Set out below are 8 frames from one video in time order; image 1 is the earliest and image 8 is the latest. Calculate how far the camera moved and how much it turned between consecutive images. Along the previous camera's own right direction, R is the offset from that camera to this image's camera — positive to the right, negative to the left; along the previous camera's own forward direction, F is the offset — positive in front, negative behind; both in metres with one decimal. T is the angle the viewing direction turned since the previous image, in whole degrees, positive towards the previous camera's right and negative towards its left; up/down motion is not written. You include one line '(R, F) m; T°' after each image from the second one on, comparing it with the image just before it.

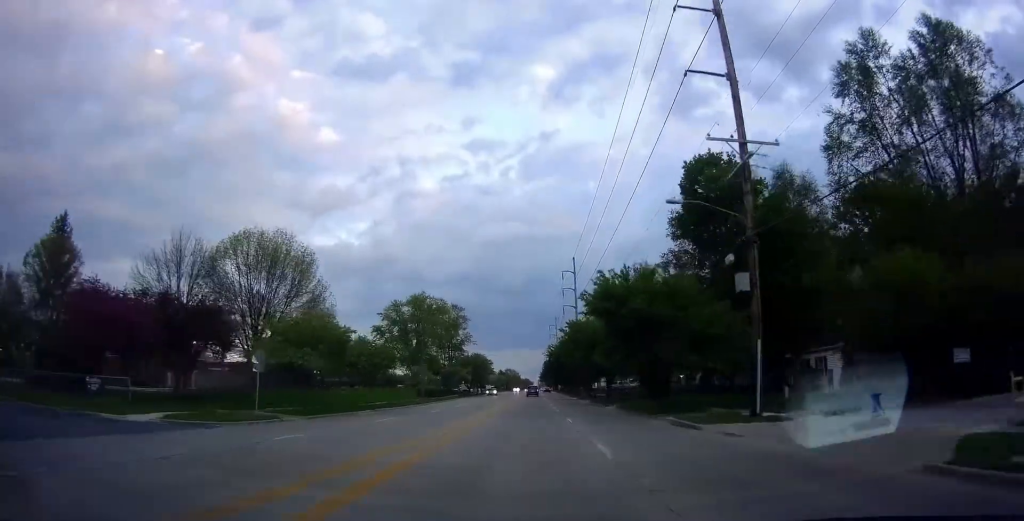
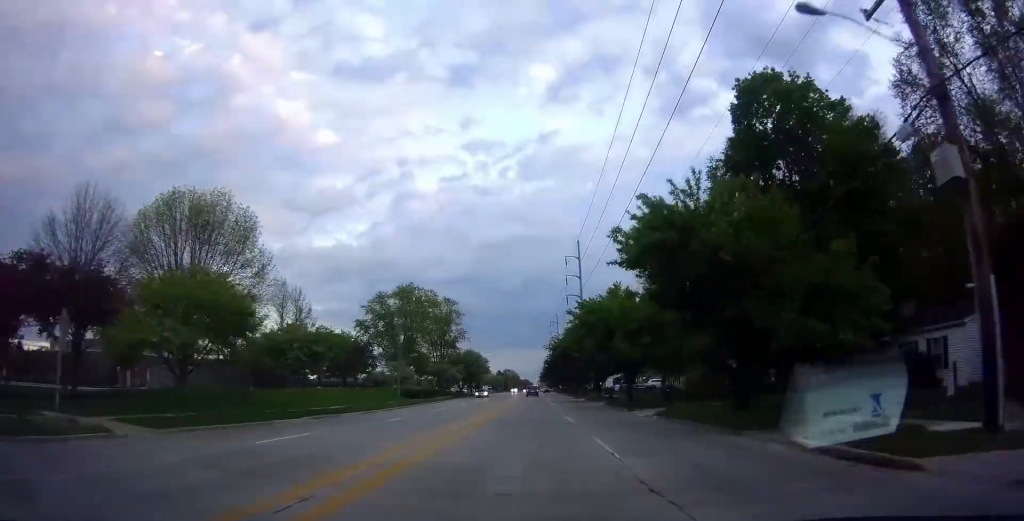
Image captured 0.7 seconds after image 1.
(0.0, +12.3) m; 0°
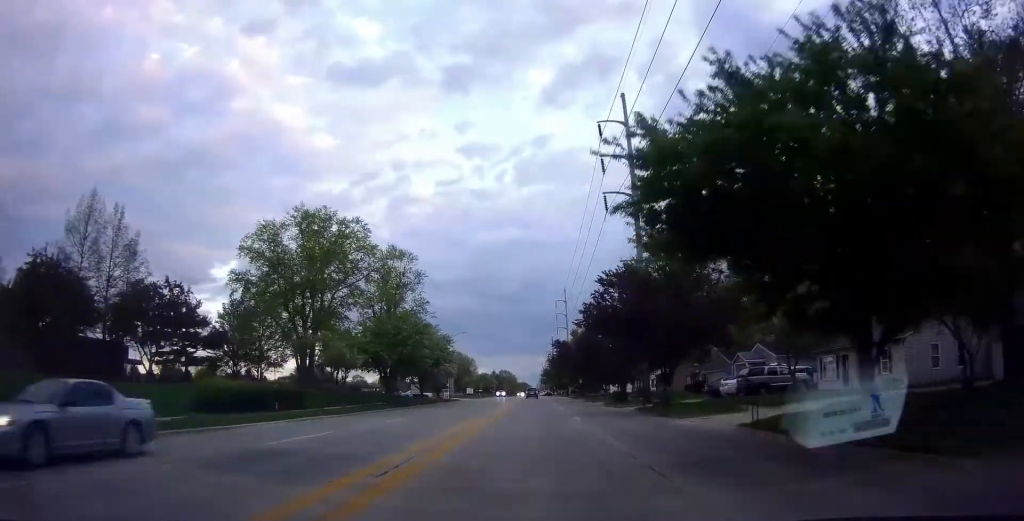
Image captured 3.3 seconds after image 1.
(0.0, +49.9) m; 0°
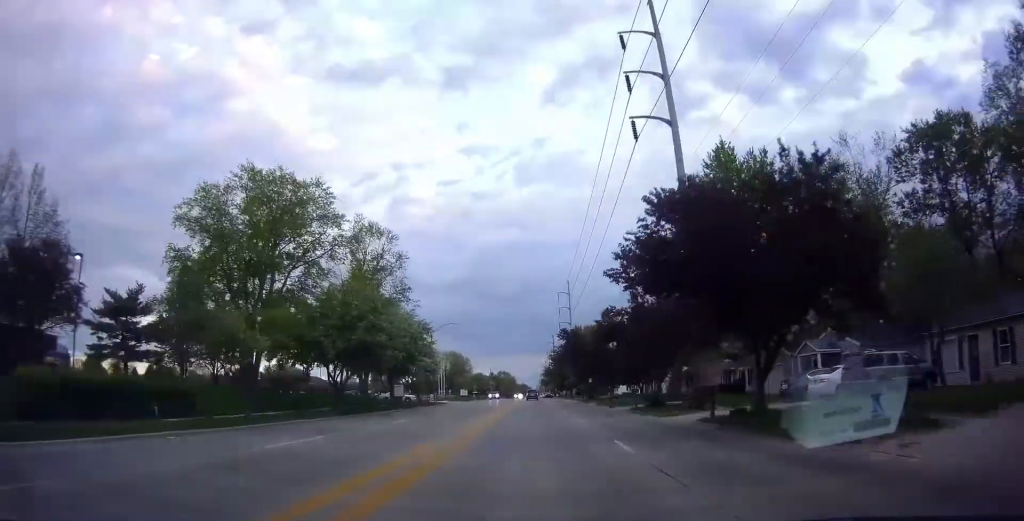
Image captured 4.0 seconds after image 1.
(0.0, +13.1) m; 0°
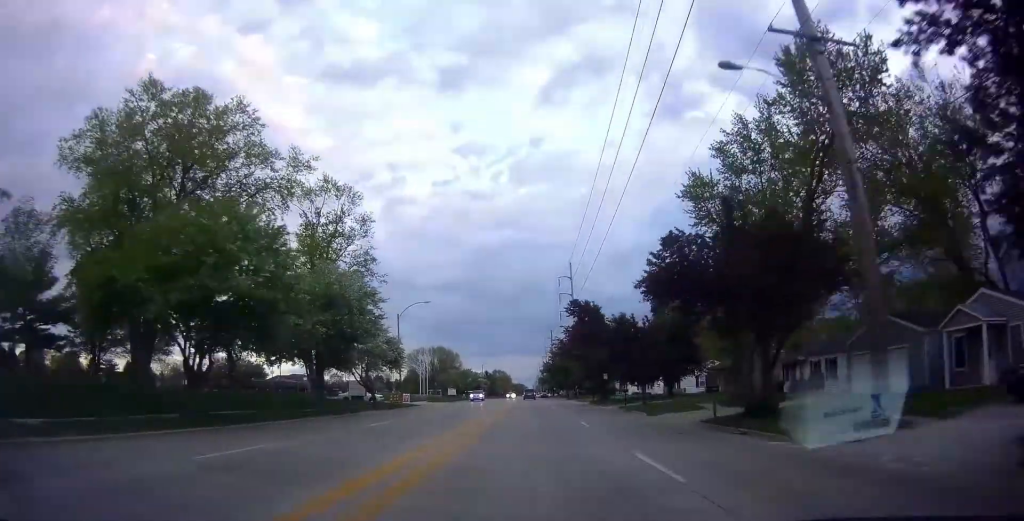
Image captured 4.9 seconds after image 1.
(0.0, +16.7) m; 0°
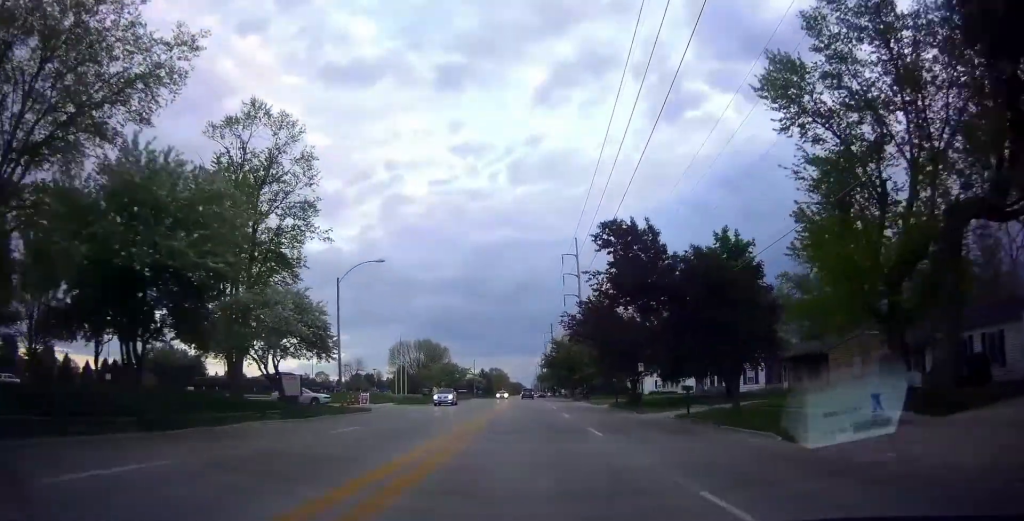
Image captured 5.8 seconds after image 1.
(0.0, +16.8) m; 0°
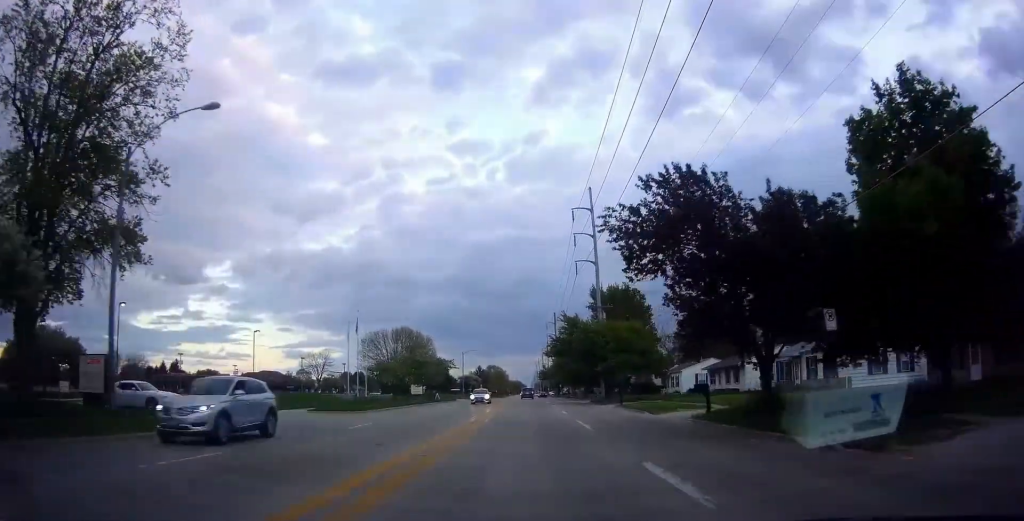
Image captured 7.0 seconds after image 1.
(0.0, +22.2) m; 0°
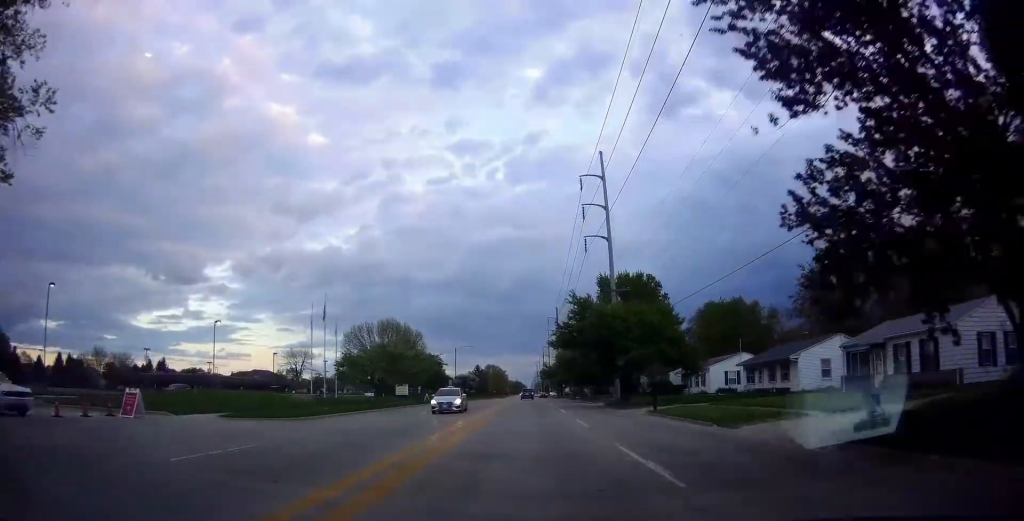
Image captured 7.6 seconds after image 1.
(0.0, +11.0) m; 0°
